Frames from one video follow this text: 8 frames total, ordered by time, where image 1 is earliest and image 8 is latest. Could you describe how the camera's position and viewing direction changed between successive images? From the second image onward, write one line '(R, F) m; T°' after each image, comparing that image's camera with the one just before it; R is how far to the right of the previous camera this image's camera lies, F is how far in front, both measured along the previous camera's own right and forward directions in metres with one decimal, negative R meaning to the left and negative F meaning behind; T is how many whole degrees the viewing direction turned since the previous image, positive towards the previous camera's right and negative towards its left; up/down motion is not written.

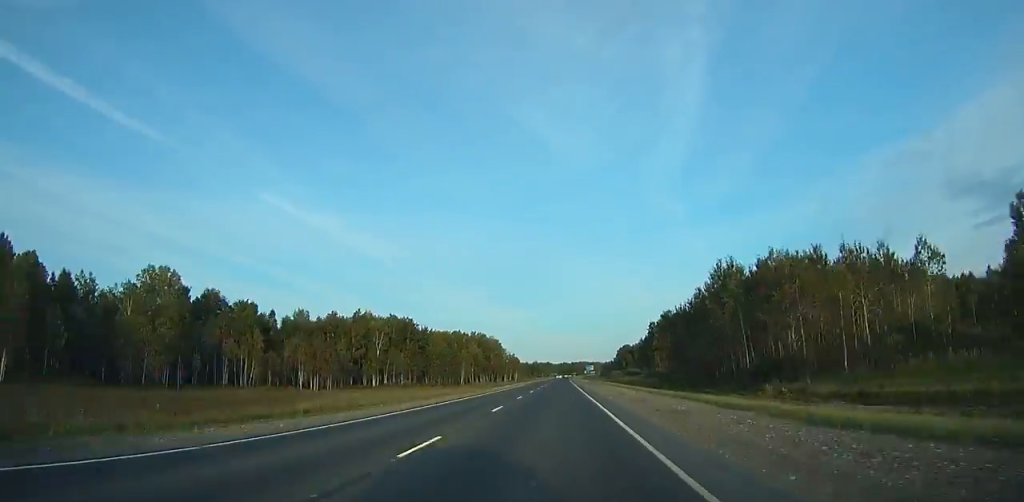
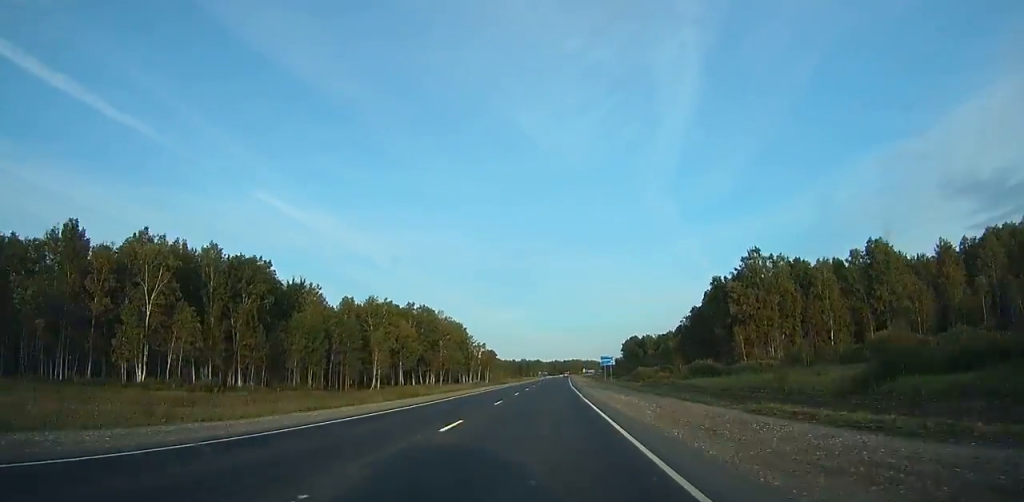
(+0.5, +101.5) m; +1°
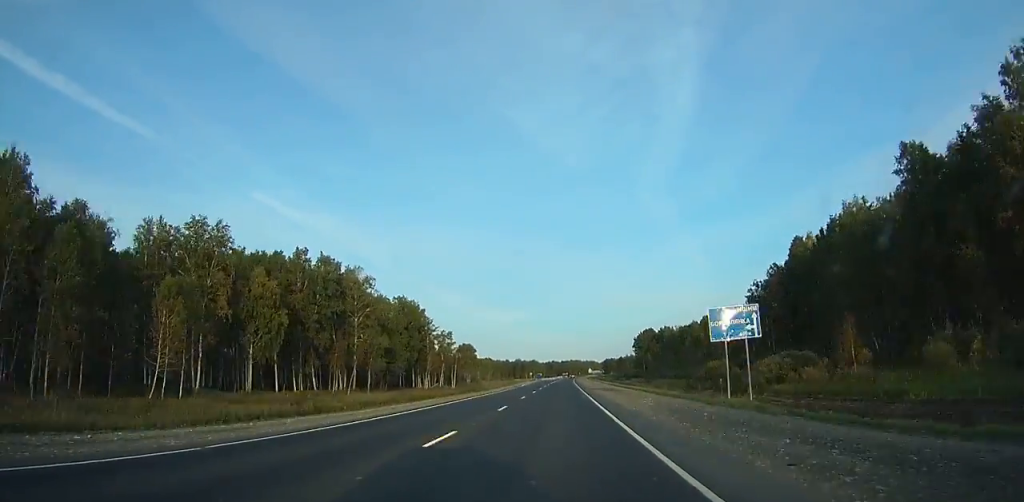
(+0.2, +72.3) m; 0°
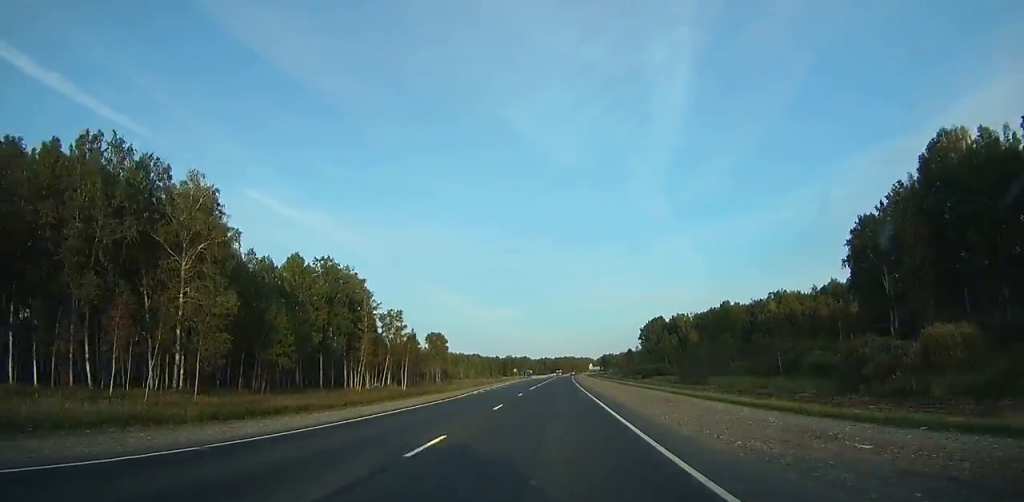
(-0.1, +48.4) m; 0°
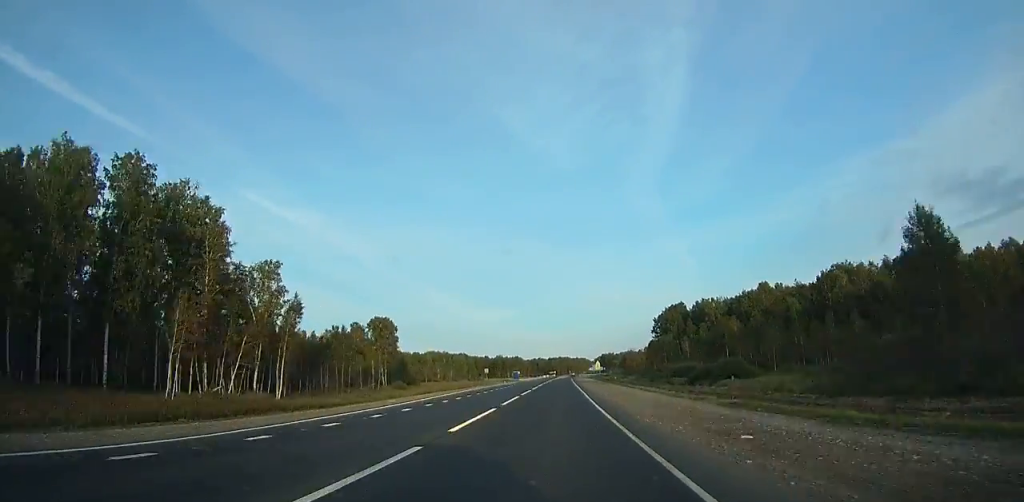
(+0.3, +53.9) m; 0°
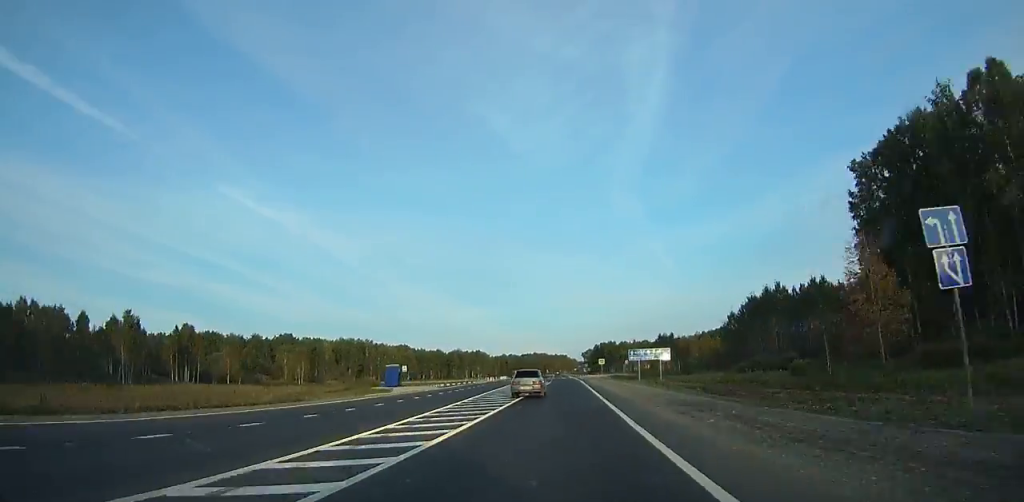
(+2.0, +162.2) m; +2°
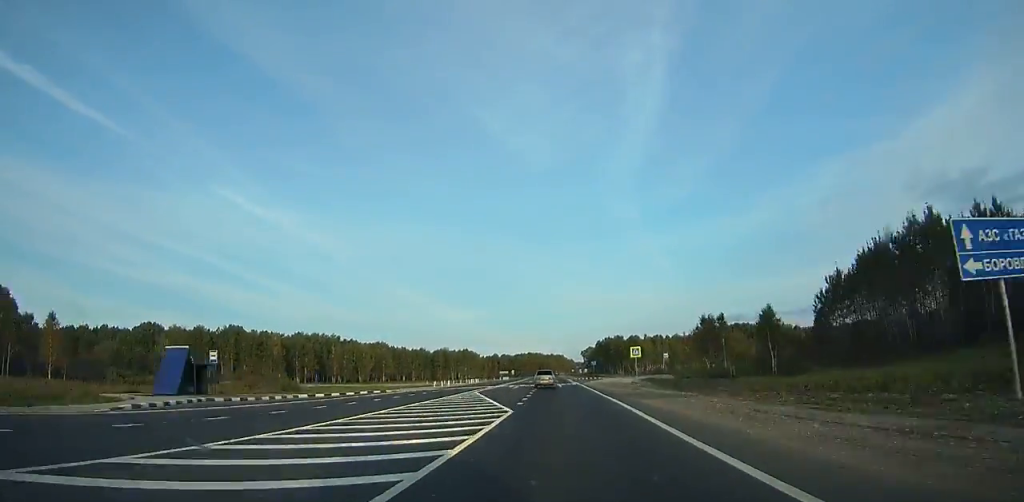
(+0.2, +51.4) m; +1°
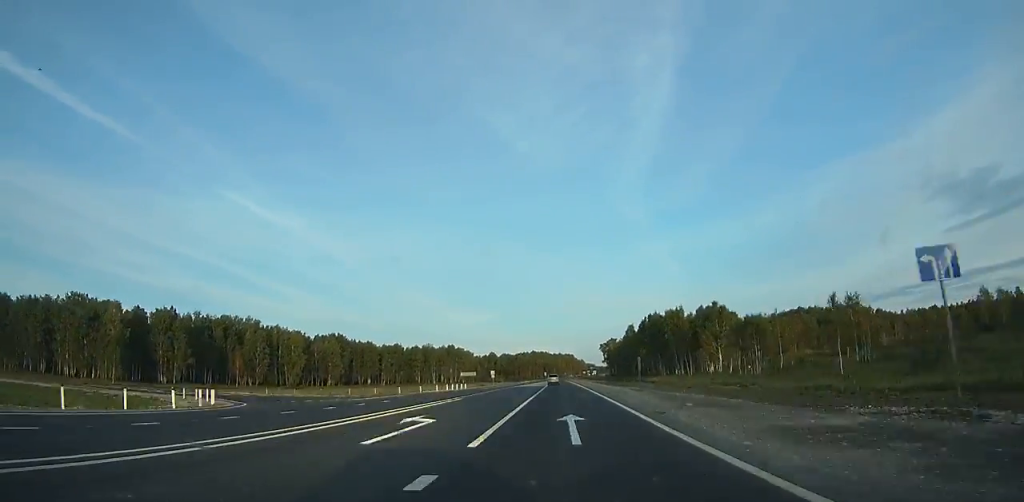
(+0.8, +100.8) m; 0°
